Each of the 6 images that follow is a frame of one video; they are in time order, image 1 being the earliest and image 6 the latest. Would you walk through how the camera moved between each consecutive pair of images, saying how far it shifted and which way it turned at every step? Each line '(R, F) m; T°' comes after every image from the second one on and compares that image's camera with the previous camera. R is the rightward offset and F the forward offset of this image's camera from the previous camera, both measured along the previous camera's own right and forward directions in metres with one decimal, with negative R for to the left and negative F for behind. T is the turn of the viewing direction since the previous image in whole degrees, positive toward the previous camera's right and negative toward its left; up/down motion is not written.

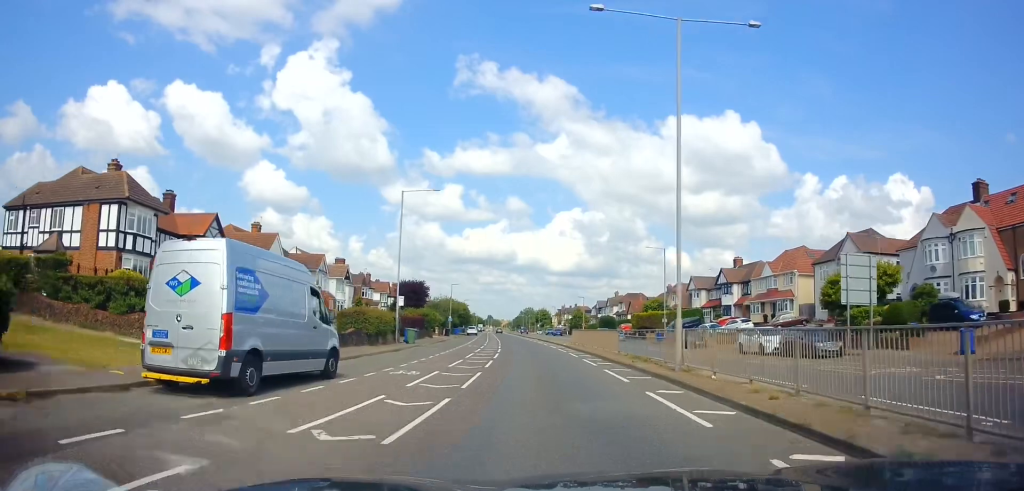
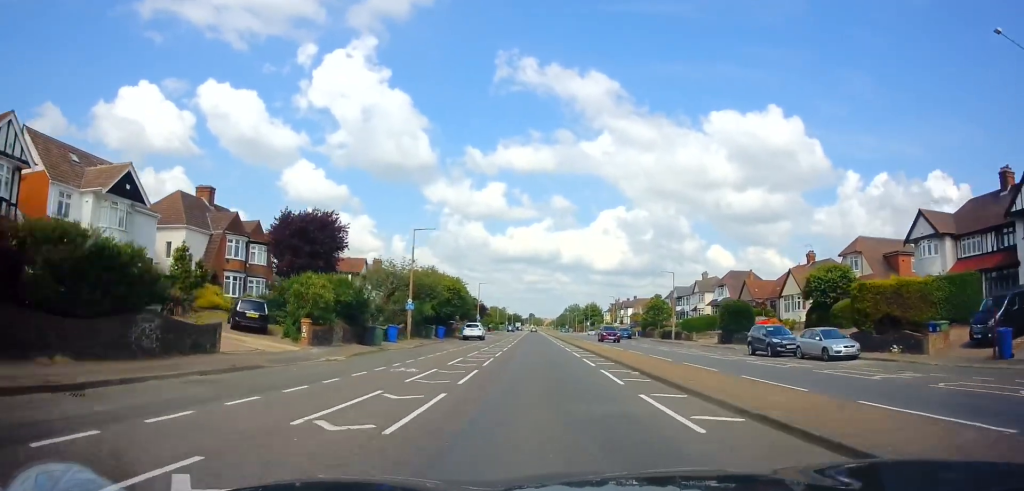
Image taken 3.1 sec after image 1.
(-3.0, +47.5) m; -5°
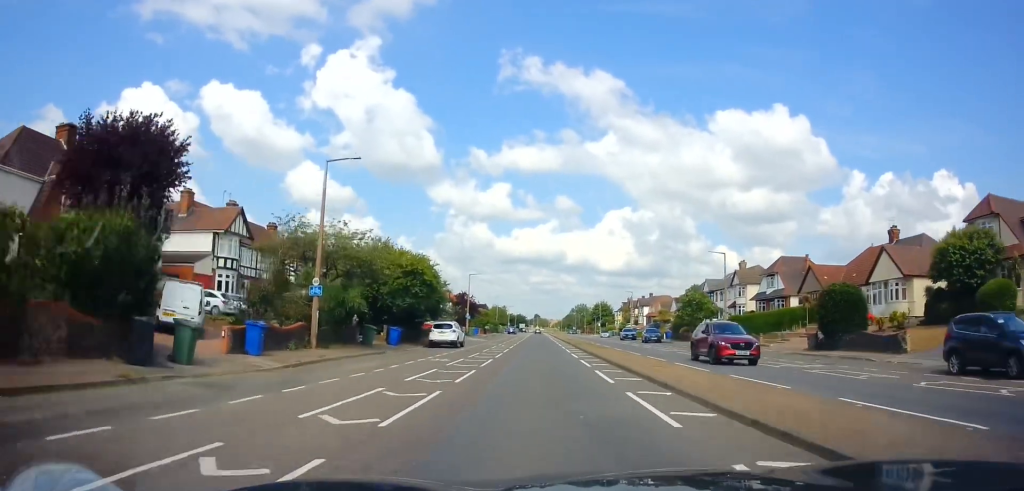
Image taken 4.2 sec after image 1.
(0.0, +17.4) m; 0°
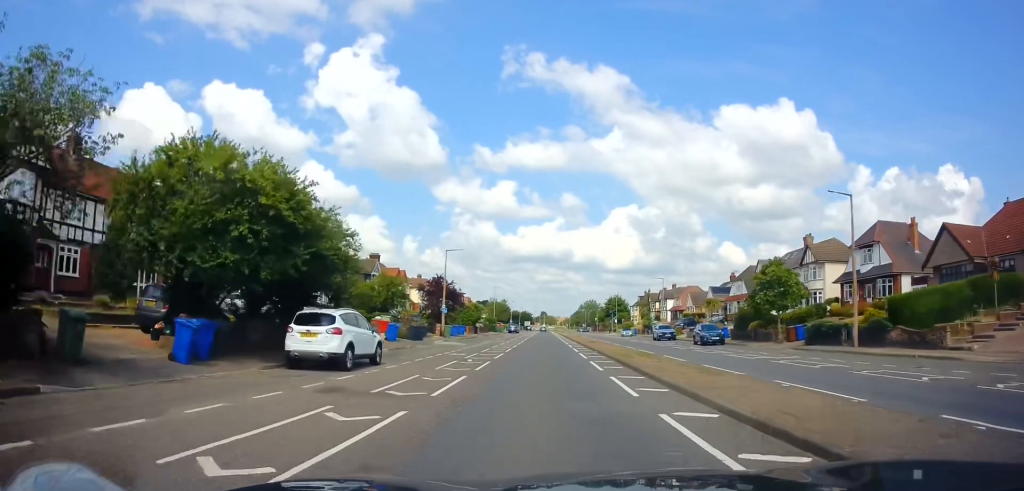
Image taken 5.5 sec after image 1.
(0.0, +20.9) m; 0°
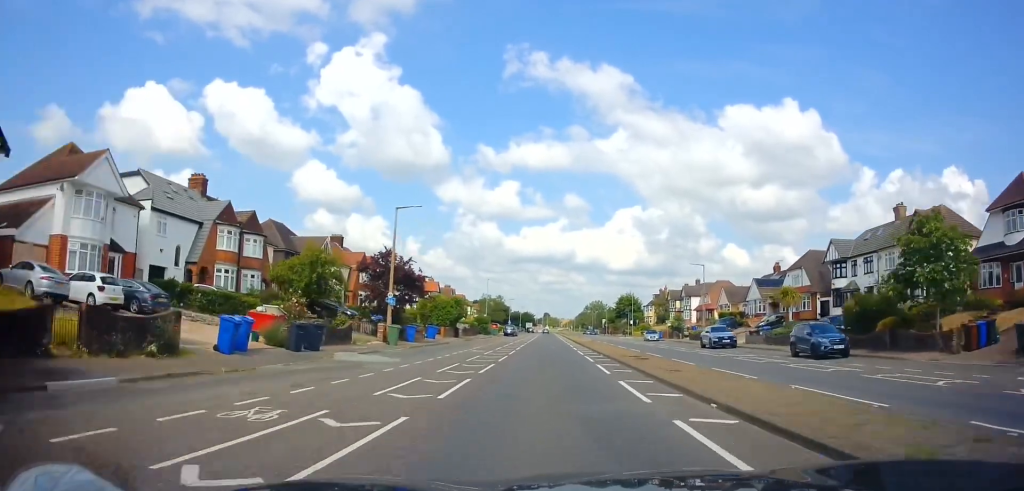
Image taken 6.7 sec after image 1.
(-0.1, +18.9) m; -1°
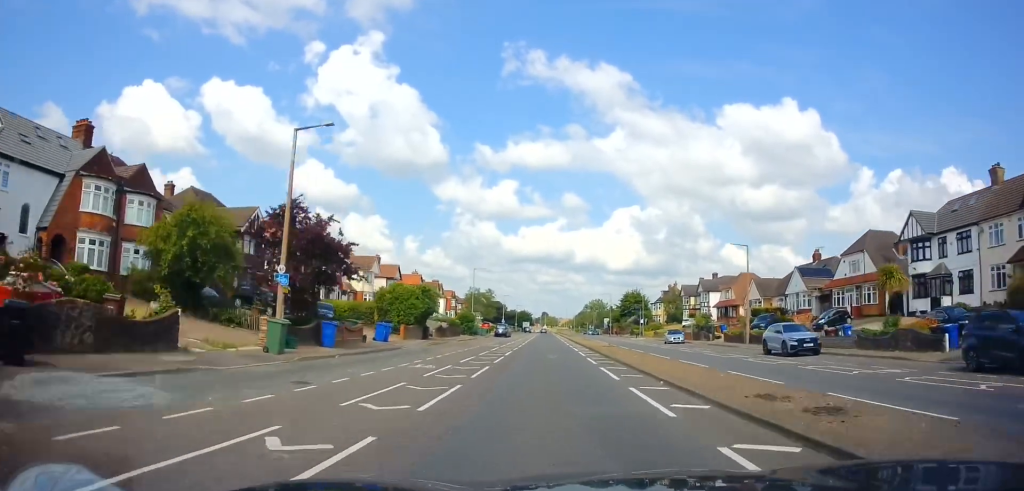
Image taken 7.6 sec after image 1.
(-0.1, +14.1) m; 0°
